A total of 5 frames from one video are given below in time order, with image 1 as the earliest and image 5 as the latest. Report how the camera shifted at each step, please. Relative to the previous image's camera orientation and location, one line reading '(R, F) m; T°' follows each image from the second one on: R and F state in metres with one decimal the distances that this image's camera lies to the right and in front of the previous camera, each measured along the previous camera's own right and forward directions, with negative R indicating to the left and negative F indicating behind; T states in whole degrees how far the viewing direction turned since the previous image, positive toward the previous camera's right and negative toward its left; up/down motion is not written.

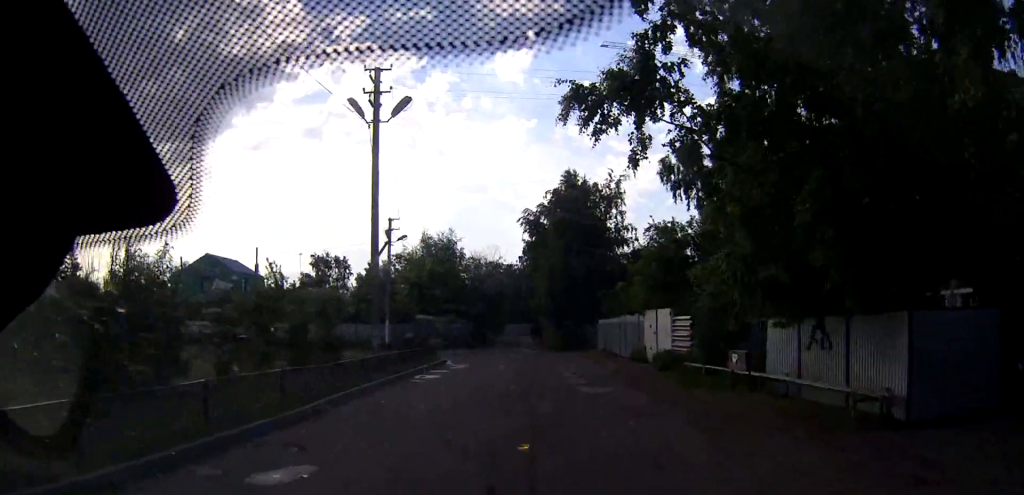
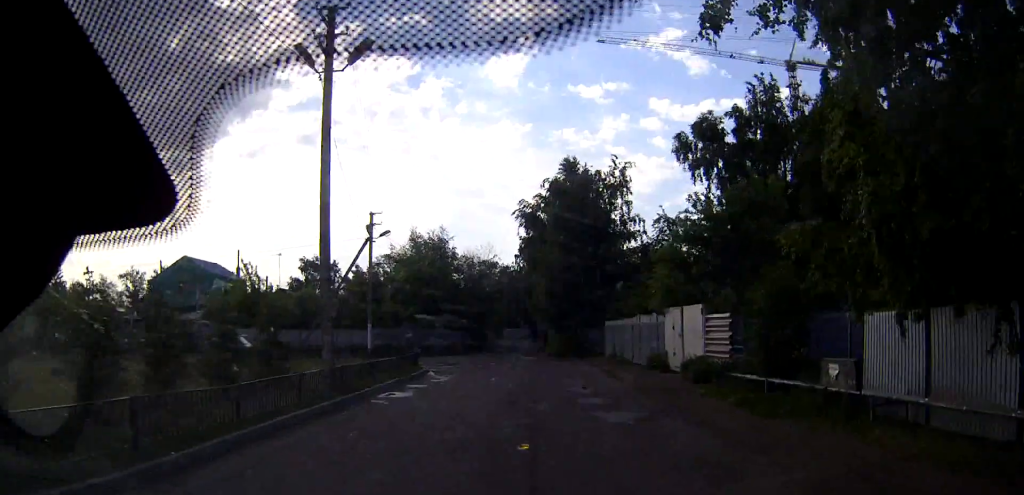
(+0.2, +5.0) m; +5°
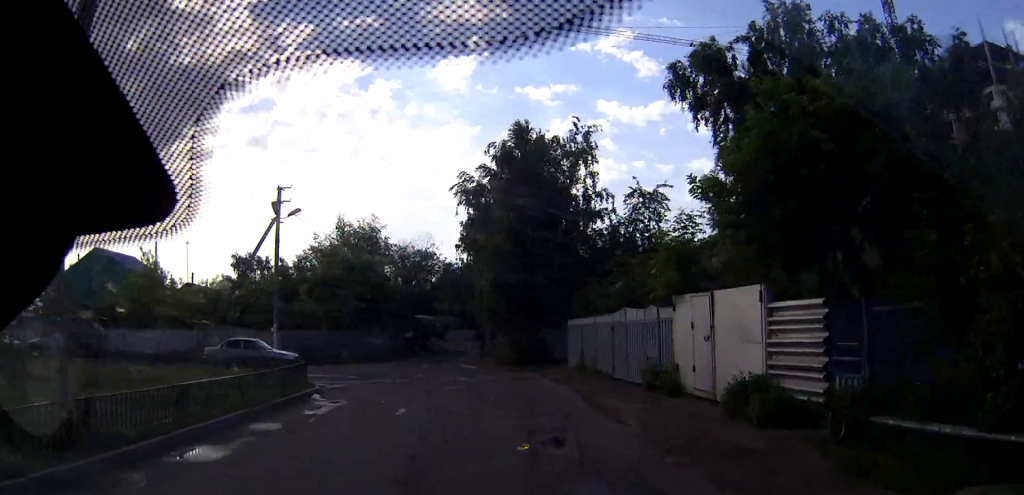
(+1.2, +7.4) m; +14°
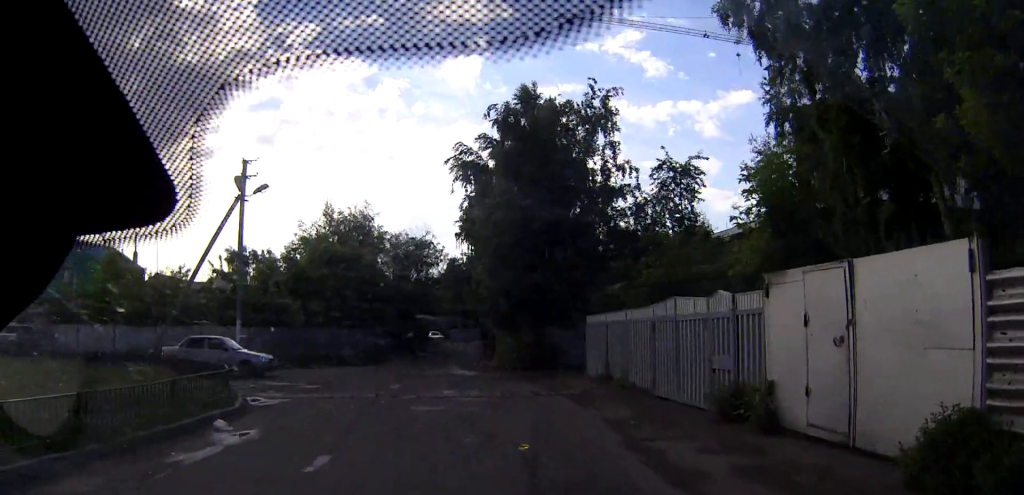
(-0.2, +6.2) m; -3°
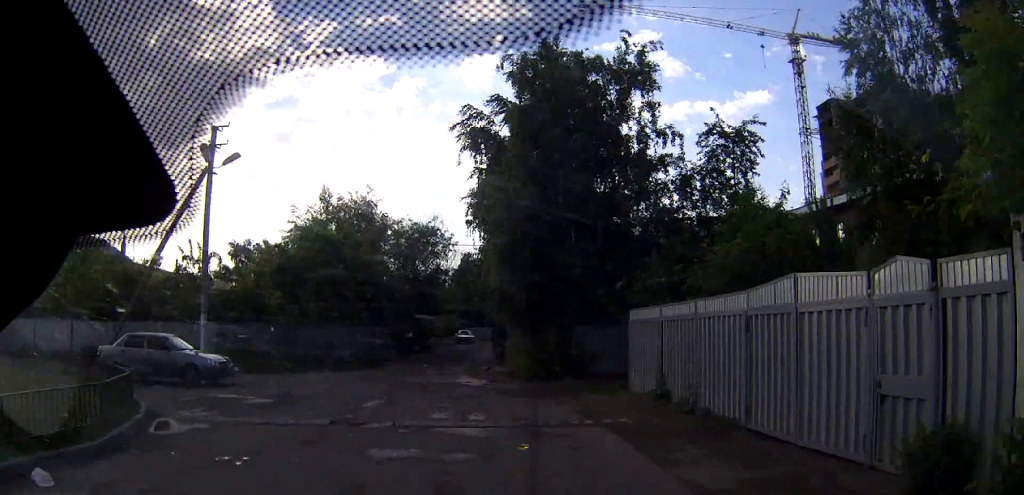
(-0.1, +6.2) m; -1°
